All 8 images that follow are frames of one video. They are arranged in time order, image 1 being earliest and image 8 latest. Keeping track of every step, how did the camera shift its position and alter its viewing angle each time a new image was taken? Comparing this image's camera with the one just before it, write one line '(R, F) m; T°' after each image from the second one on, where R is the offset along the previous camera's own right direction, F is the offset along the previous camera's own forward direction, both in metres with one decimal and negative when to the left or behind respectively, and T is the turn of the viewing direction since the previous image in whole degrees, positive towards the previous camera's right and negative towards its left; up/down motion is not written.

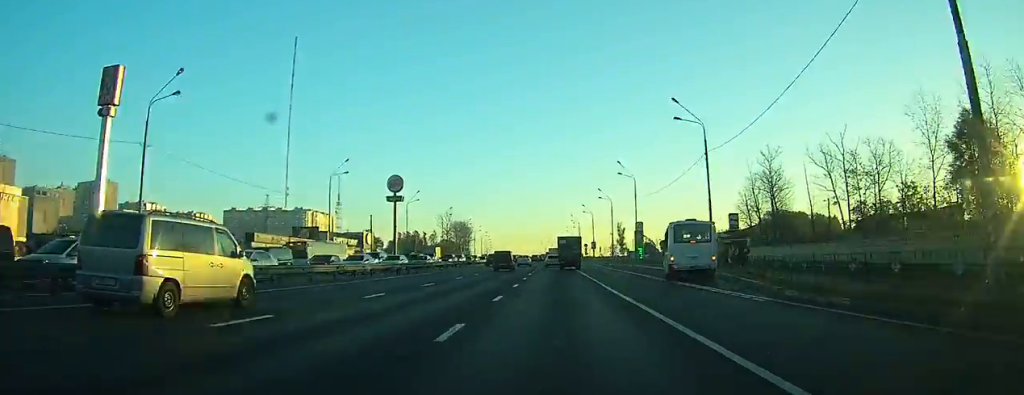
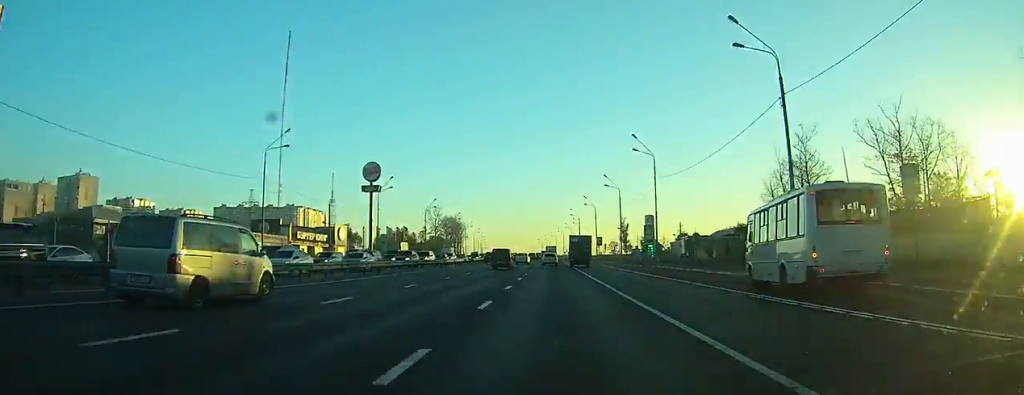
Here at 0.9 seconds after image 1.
(0.0, +18.5) m; 0°
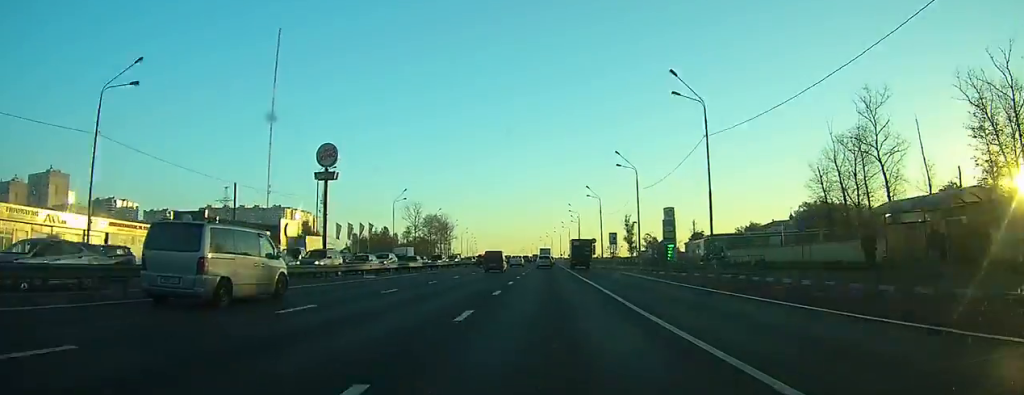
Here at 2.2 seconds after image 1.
(0.0, +26.0) m; 0°
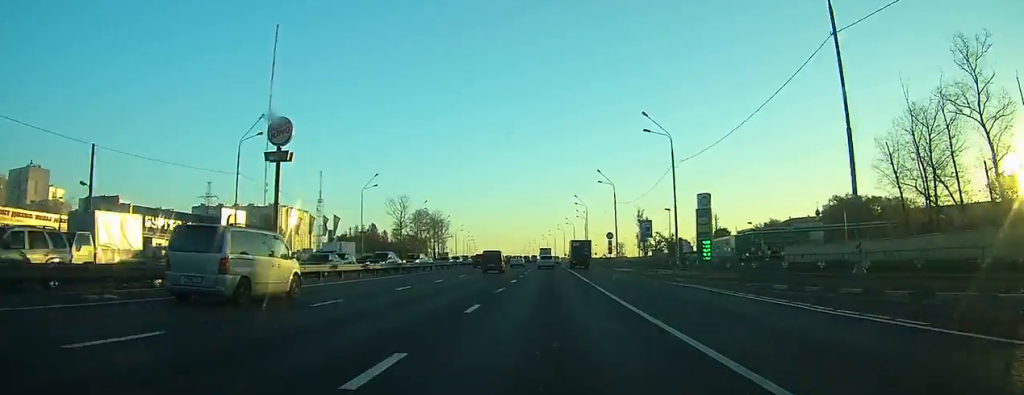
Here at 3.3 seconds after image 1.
(-0.1, +23.3) m; 0°
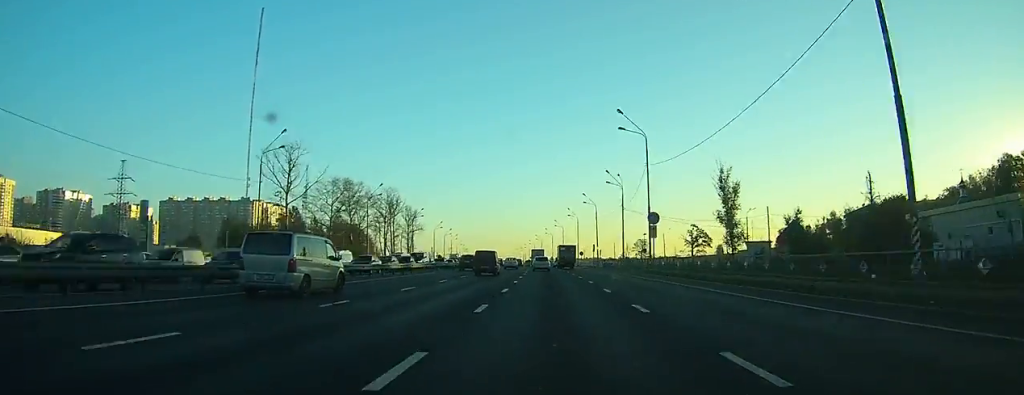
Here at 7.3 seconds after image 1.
(-0.5, +84.7) m; -1°
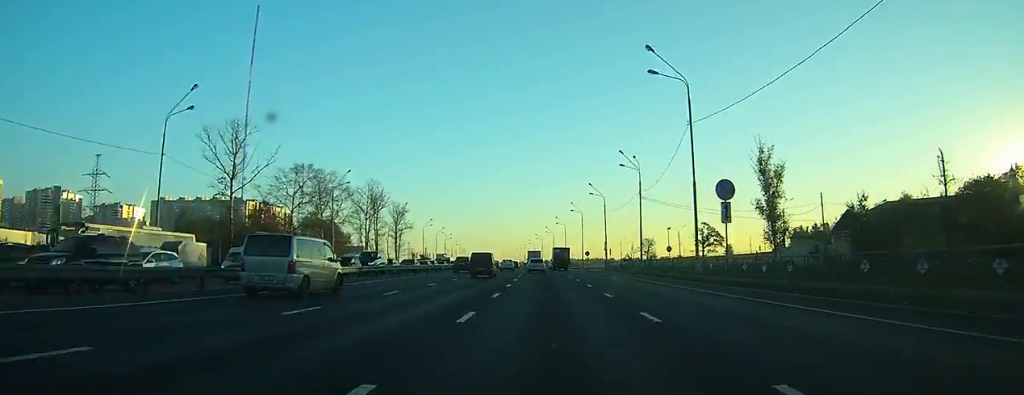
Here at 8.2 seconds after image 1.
(0.0, +18.2) m; 0°
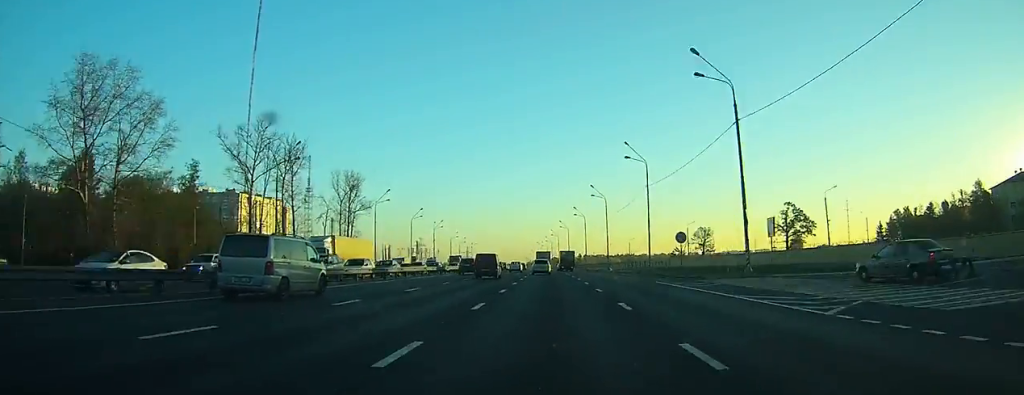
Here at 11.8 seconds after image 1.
(-0.6, +62.5) m; -1°
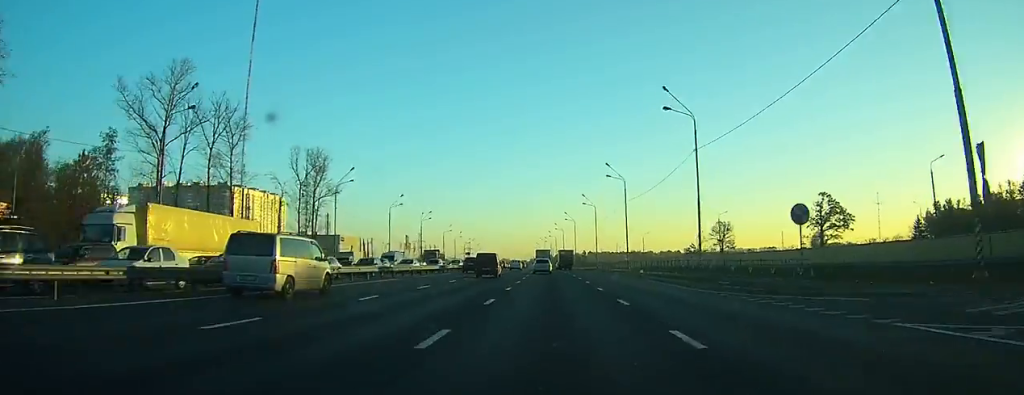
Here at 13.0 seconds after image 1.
(-0.1, +20.6) m; 0°
